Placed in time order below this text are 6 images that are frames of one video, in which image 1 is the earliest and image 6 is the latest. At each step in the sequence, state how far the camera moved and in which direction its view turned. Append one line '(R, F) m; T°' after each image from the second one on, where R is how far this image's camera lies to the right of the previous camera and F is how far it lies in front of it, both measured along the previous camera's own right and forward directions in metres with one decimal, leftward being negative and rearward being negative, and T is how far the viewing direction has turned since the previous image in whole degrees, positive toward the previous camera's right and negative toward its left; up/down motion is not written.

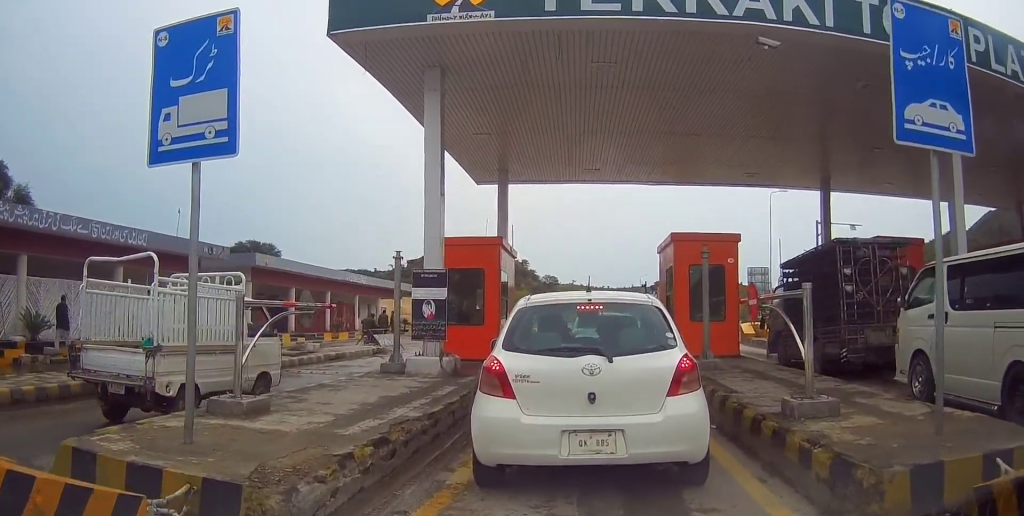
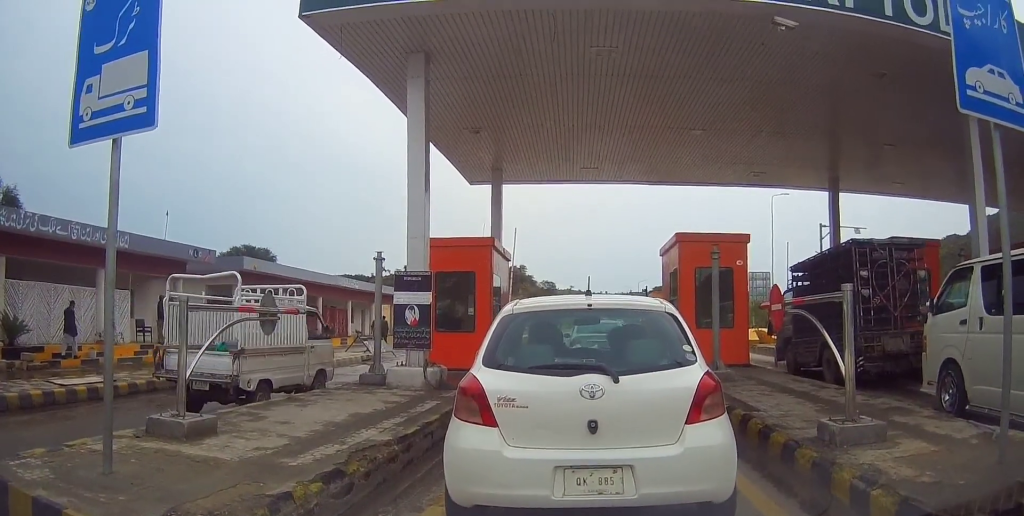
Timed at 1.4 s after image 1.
(+0.2, +0.7) m; 0°
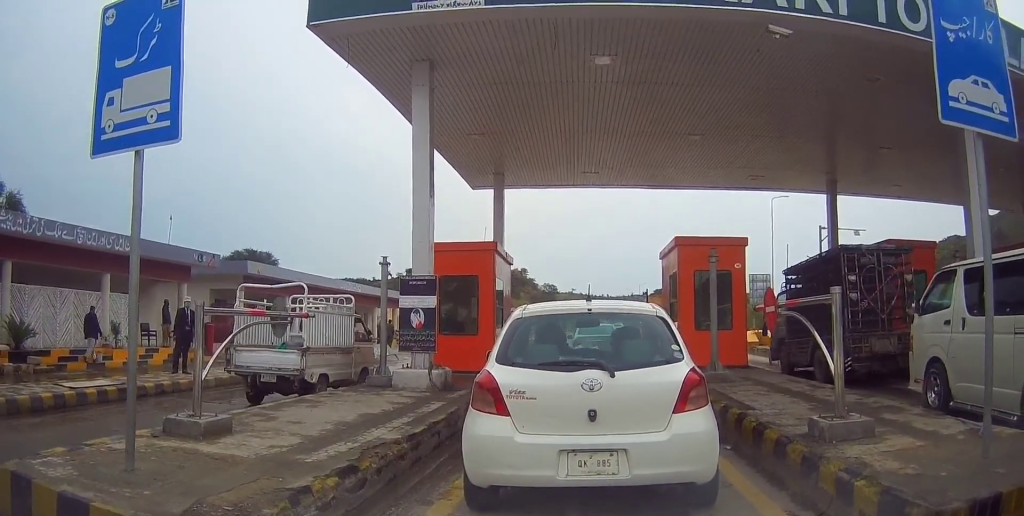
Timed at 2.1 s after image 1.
(0.0, +0.1) m; 0°
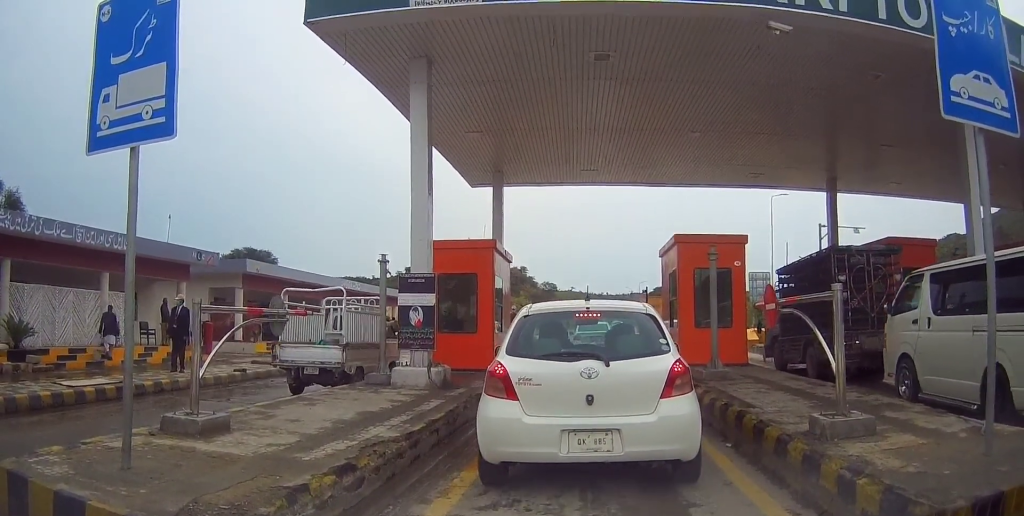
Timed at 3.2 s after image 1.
(-0.3, +0.2) m; 0°
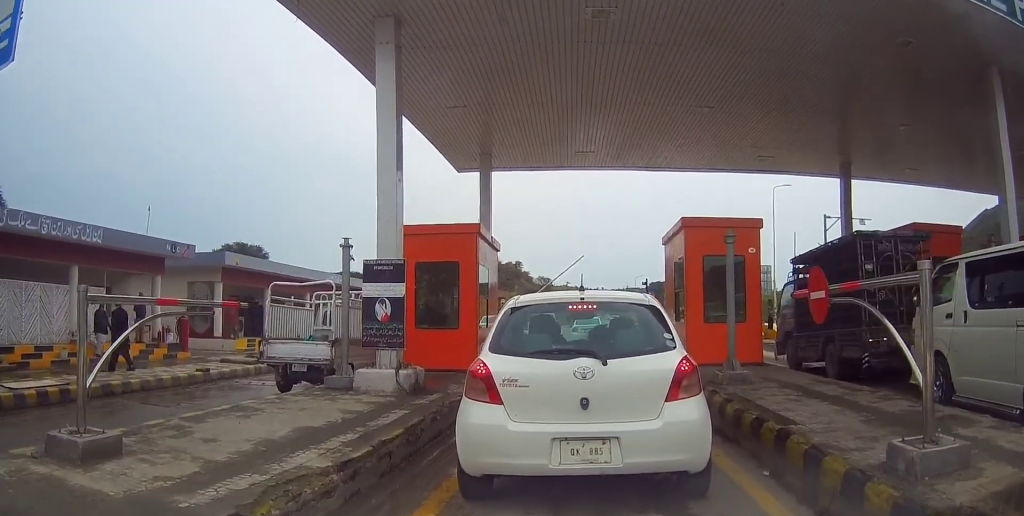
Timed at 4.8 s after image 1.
(-0.3, +1.3) m; 0°
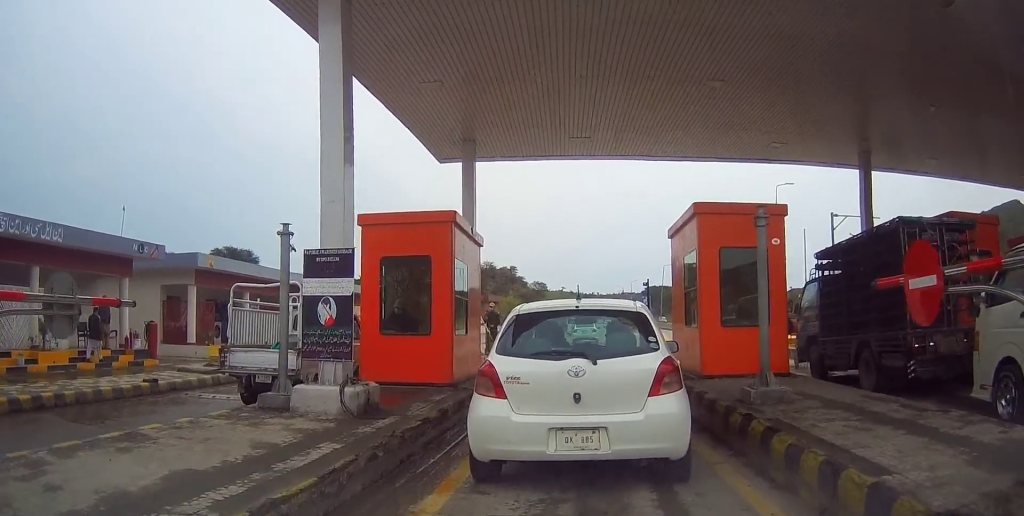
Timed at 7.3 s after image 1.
(-0.3, +1.8) m; +5°
